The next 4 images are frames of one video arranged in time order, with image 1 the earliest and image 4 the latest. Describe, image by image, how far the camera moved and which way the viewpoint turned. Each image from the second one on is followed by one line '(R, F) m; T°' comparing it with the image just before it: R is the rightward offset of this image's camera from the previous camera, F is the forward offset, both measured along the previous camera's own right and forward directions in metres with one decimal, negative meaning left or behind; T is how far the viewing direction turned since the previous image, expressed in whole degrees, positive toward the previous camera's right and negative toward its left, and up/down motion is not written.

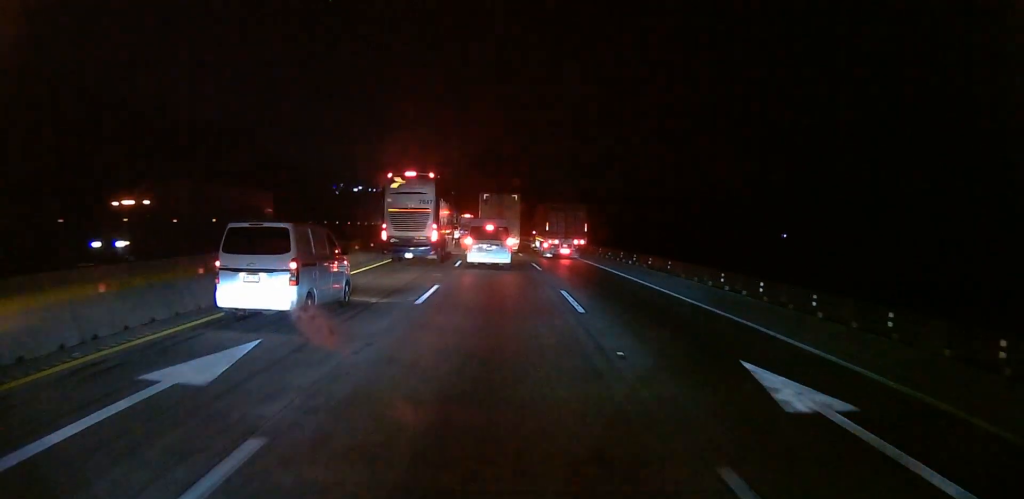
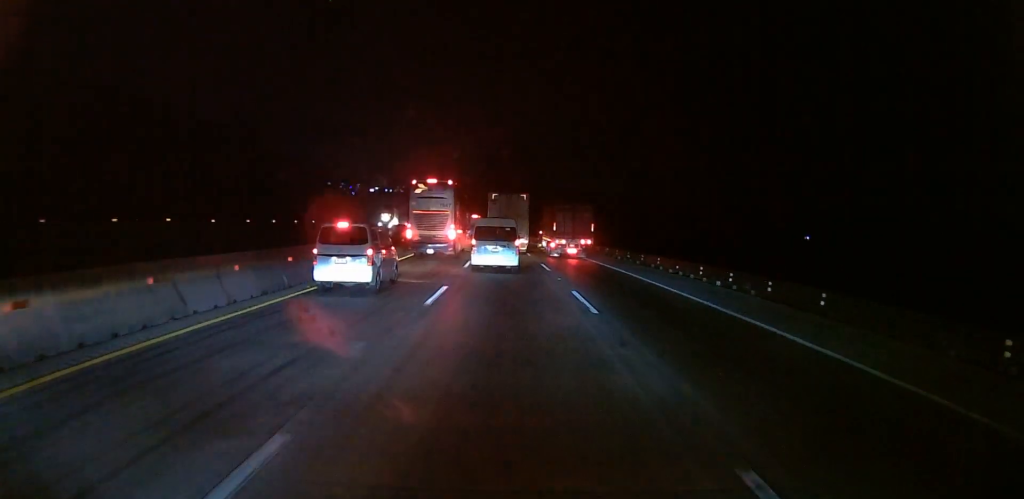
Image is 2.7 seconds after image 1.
(-0.1, +18.0) m; 0°
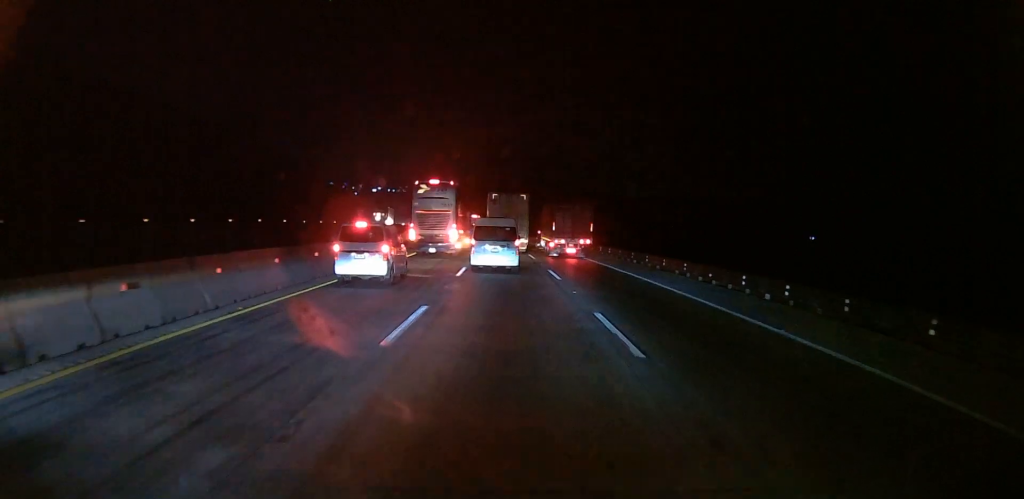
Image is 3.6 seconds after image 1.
(0.0, +5.5) m; -1°
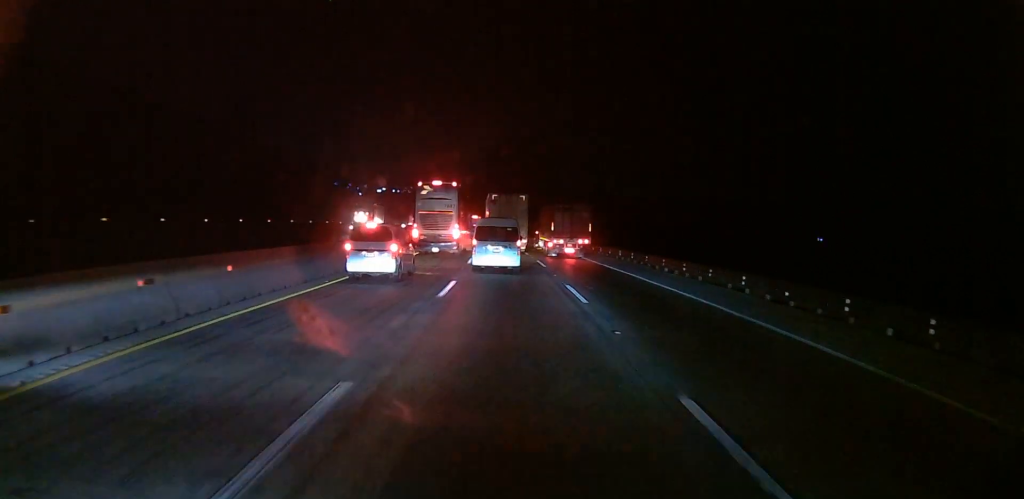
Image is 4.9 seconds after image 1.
(-0.1, +7.6) m; -1°
